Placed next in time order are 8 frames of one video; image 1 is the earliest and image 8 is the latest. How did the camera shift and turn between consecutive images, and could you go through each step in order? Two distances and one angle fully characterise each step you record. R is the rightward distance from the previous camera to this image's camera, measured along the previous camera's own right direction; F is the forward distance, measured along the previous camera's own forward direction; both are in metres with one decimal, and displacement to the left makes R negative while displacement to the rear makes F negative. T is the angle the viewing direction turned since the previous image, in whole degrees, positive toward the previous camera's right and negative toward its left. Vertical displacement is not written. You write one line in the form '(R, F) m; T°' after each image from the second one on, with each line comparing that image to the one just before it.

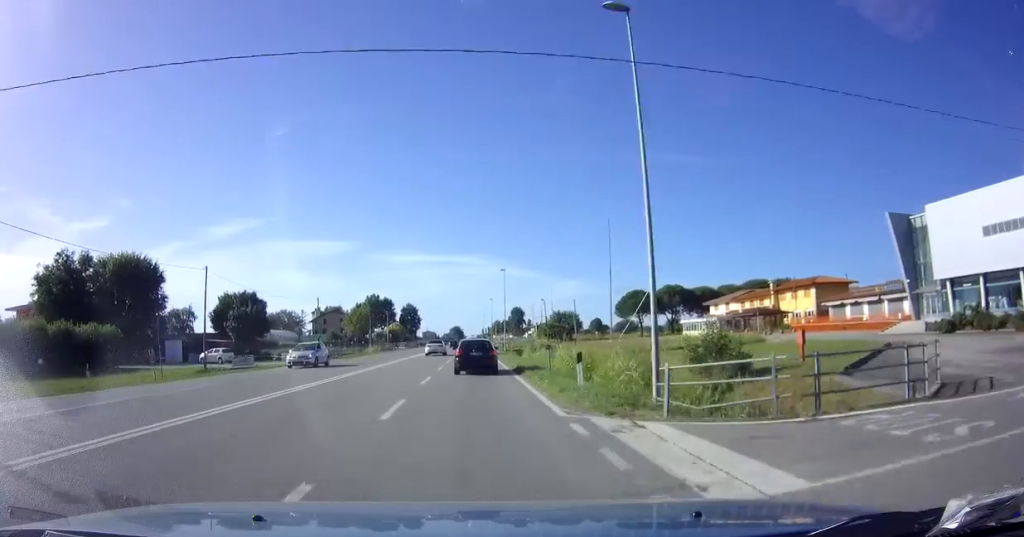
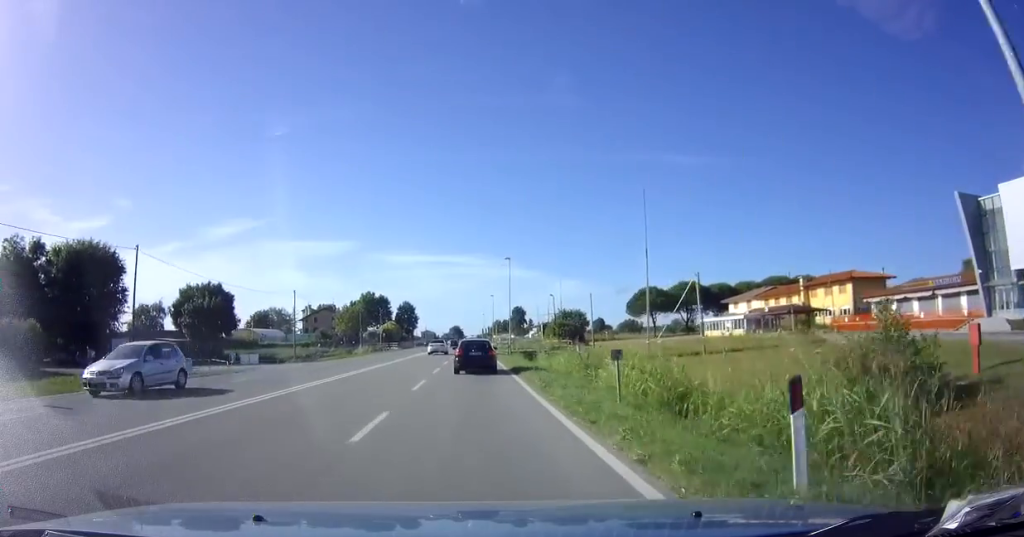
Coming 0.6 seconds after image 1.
(0.0, +9.6) m; 0°
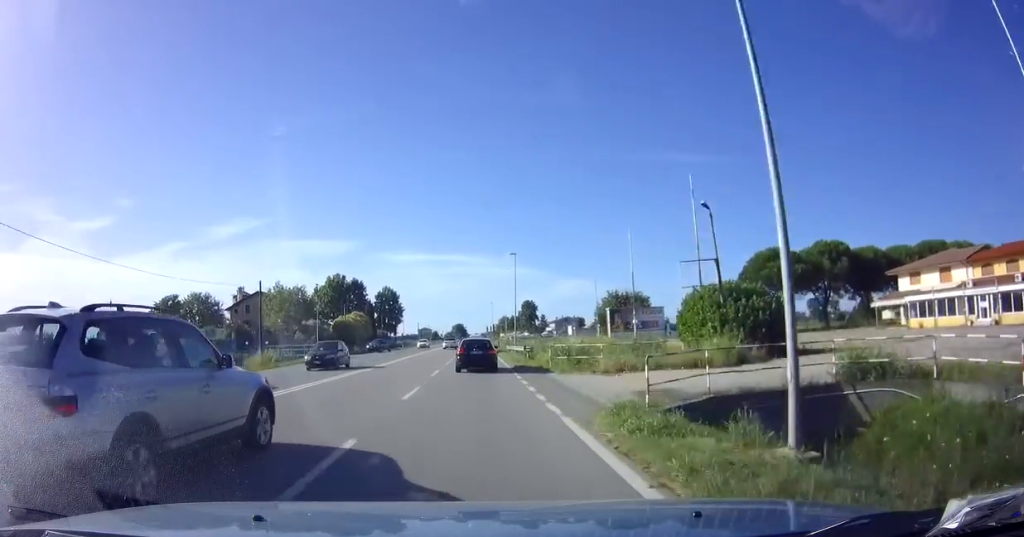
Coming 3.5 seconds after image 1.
(-0.4, +51.2) m; -1°
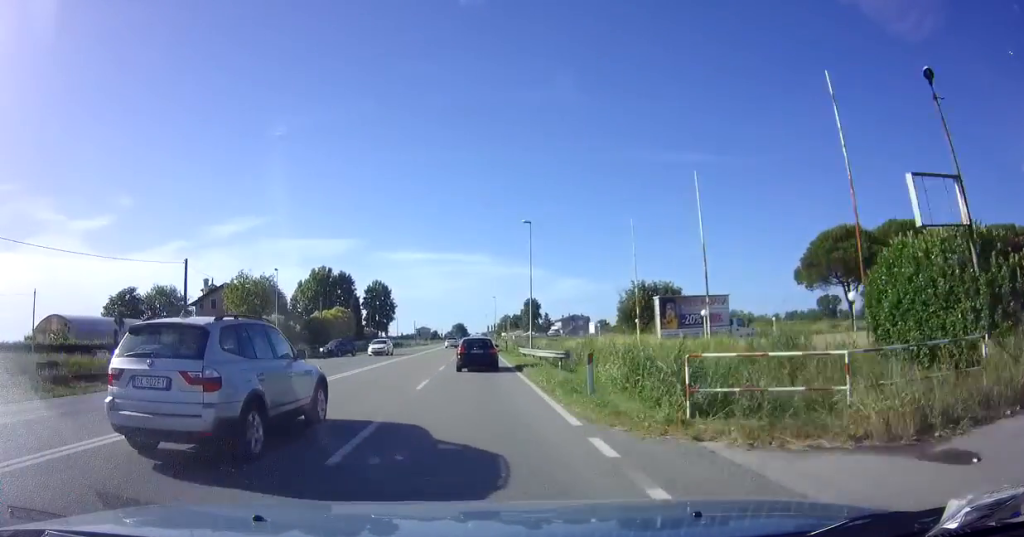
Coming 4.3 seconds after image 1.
(+0.1, +15.1) m; 0°
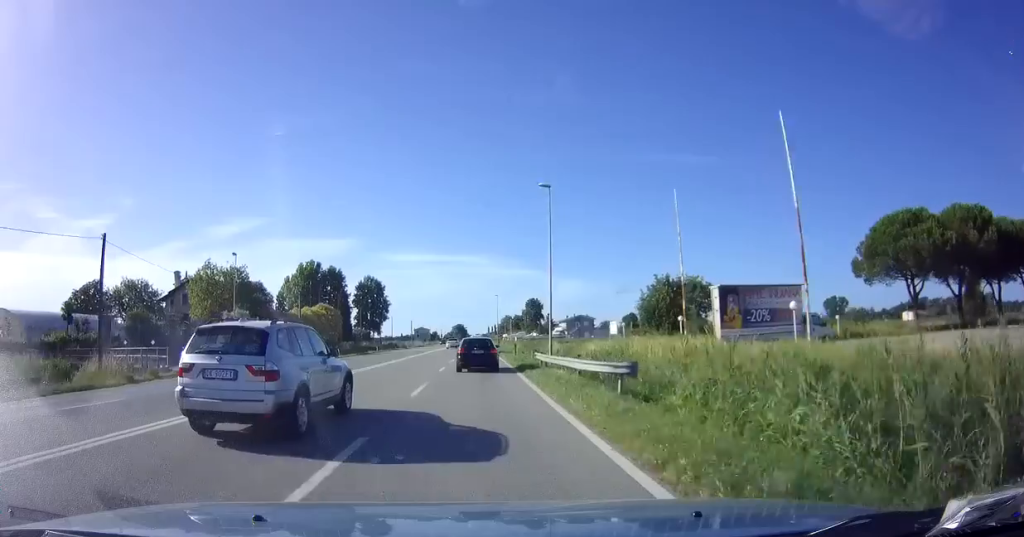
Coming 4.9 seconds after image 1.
(0.0, +10.9) m; 0°
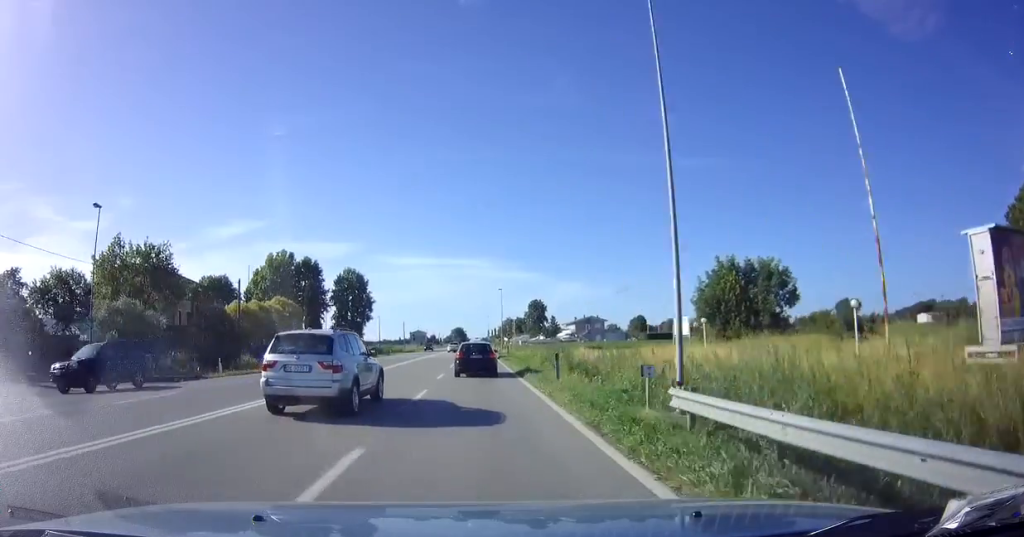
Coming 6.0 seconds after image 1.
(0.0, +18.9) m; 0°
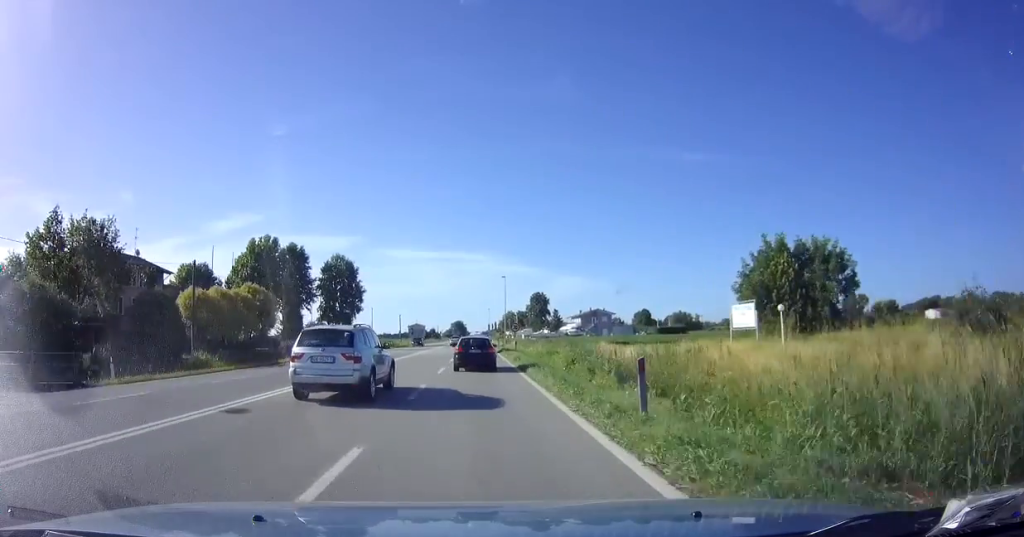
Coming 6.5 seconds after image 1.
(0.0, +9.2) m; 0°
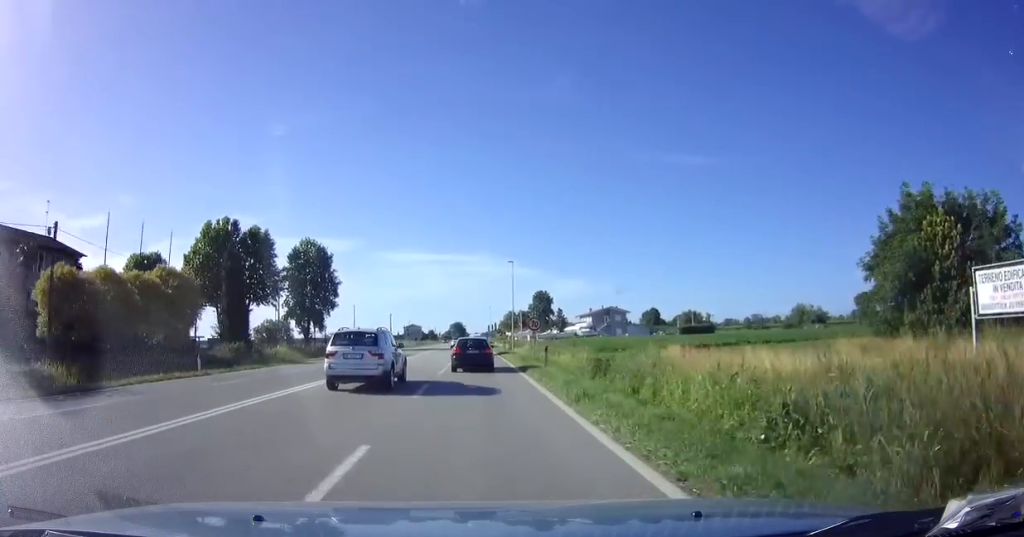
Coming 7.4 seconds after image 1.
(-0.1, +17.2) m; 0°
